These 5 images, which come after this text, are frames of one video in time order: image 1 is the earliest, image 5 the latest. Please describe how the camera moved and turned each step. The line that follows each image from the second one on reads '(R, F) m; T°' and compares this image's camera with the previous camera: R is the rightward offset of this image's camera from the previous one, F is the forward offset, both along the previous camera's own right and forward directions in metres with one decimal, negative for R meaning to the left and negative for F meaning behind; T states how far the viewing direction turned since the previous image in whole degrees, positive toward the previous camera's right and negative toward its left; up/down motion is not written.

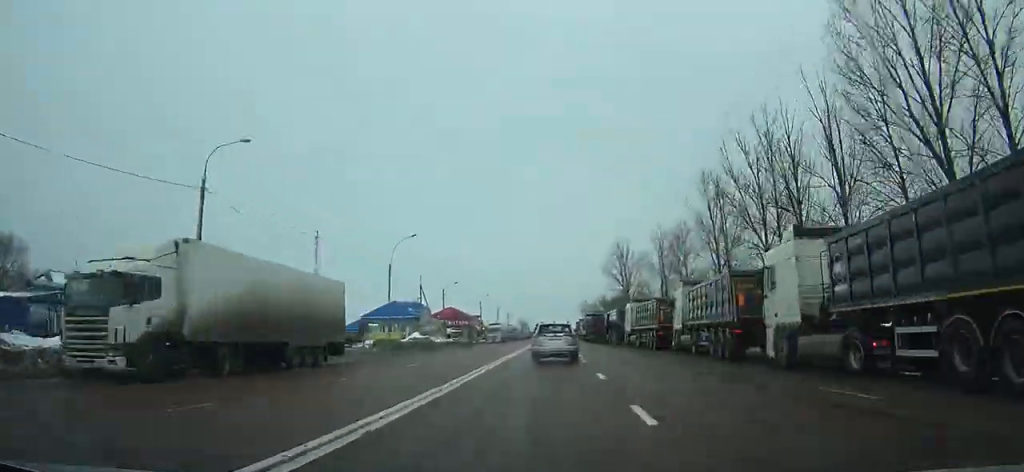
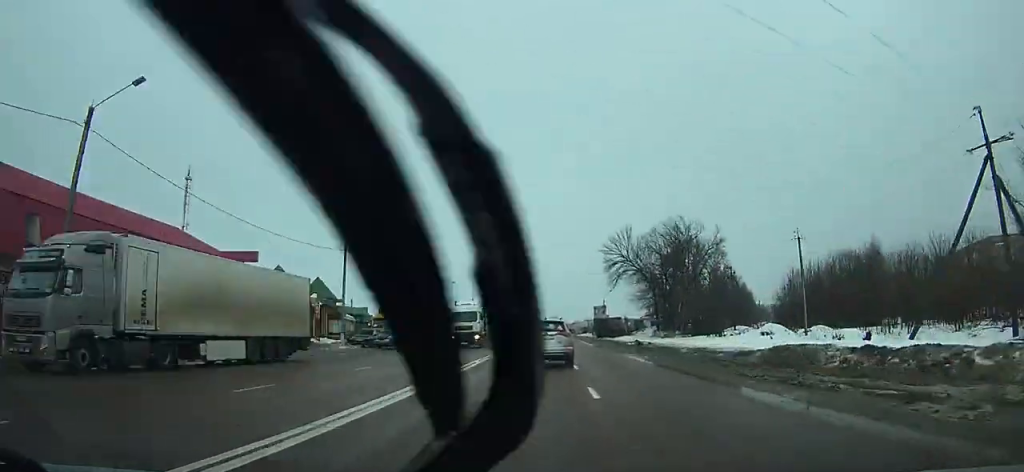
(+0.3, +149.6) m; 0°
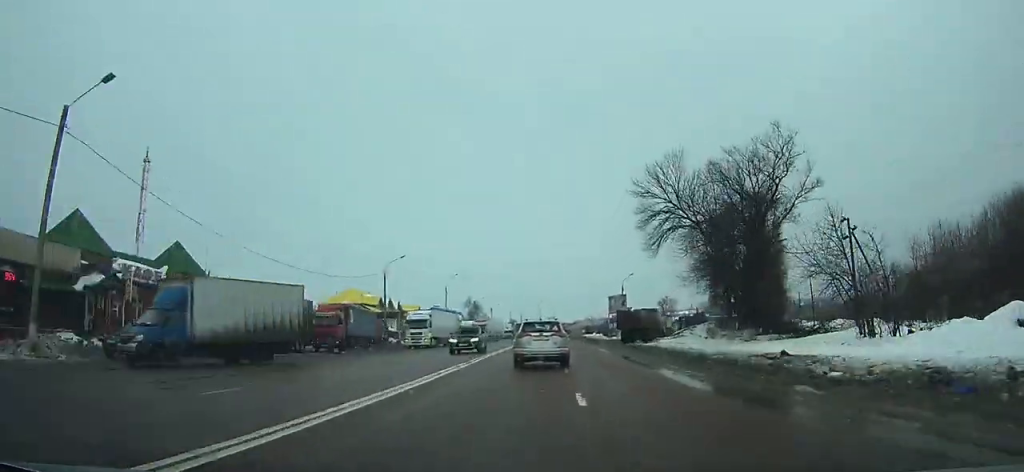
(-0.1, +31.1) m; 0°
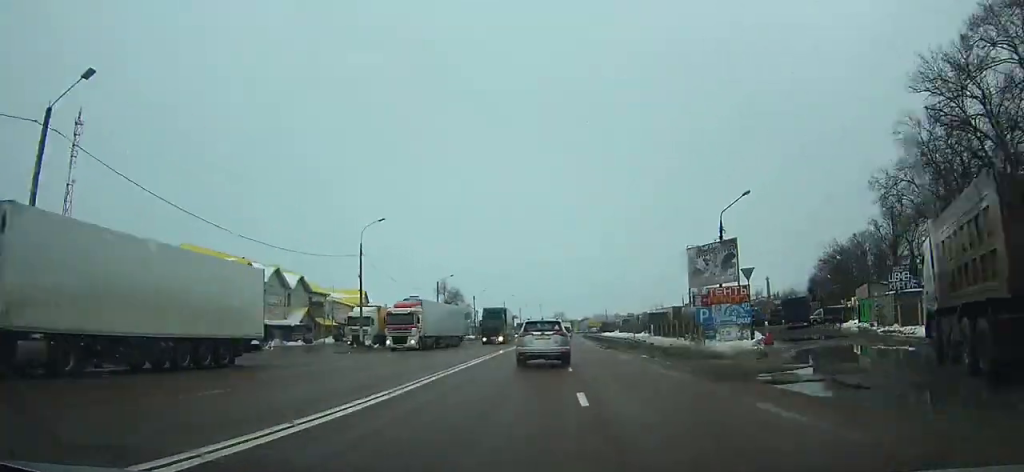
(-0.1, +45.3) m; 0°
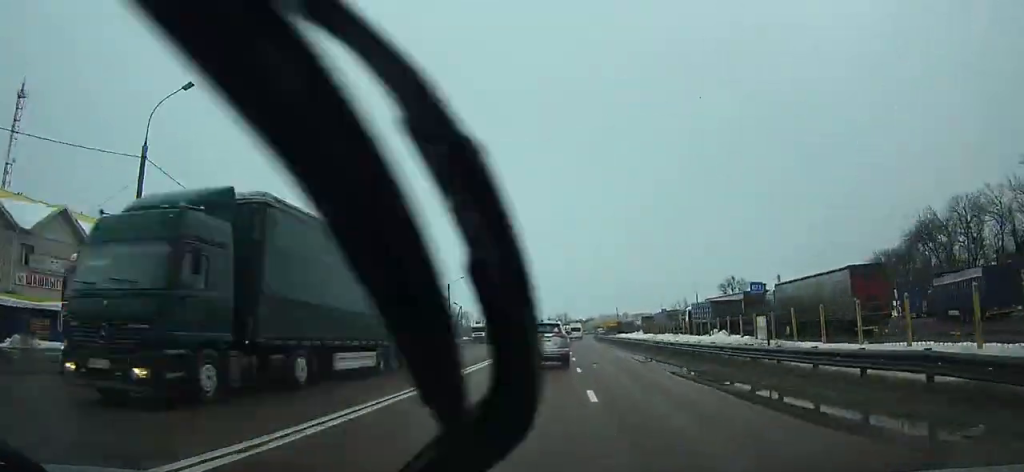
(+0.1, +29.9) m; 0°
